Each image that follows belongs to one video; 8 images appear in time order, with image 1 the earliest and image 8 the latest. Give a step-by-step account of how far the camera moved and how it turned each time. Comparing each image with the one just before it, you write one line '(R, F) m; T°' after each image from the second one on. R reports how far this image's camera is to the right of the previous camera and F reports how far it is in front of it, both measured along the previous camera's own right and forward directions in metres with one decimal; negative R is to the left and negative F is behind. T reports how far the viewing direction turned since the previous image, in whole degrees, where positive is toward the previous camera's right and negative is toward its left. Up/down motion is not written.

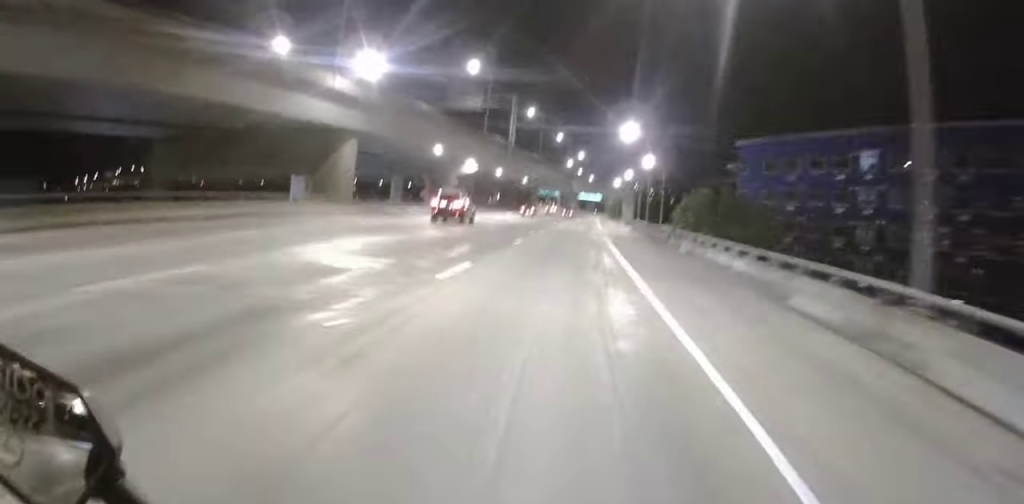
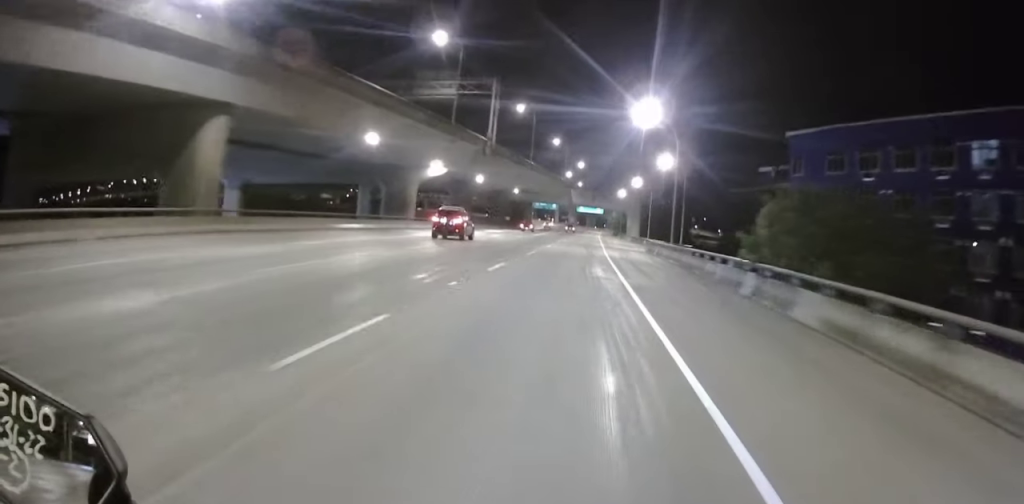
(-0.2, +17.6) m; +1°
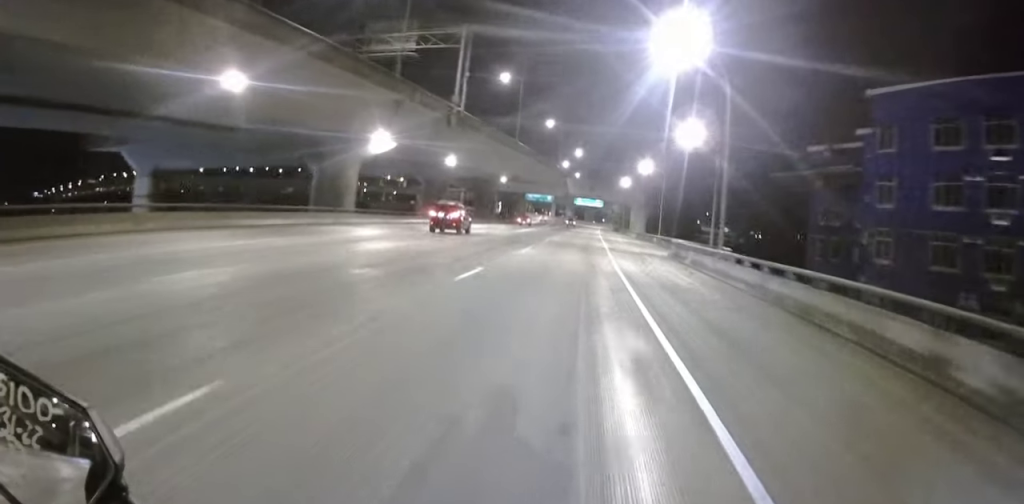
(+0.5, +16.3) m; +1°
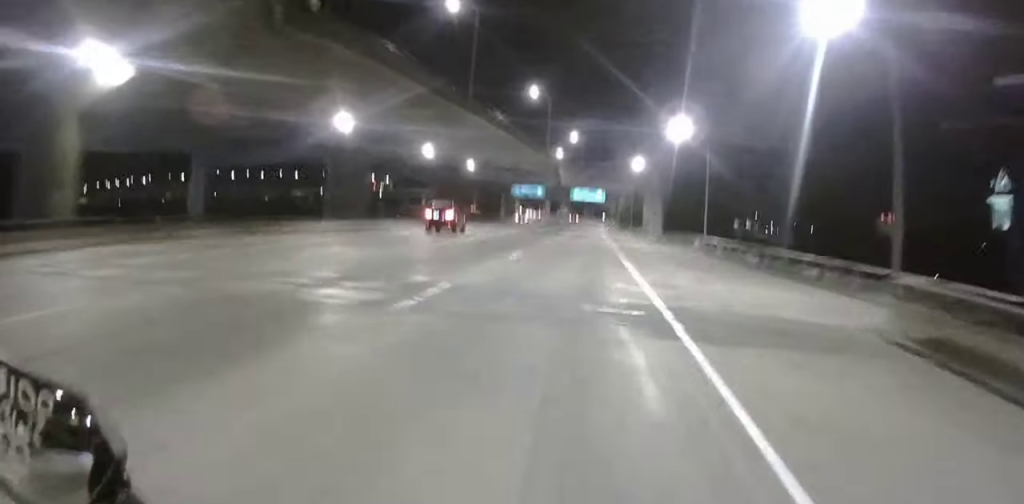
(+0.4, +28.9) m; -1°
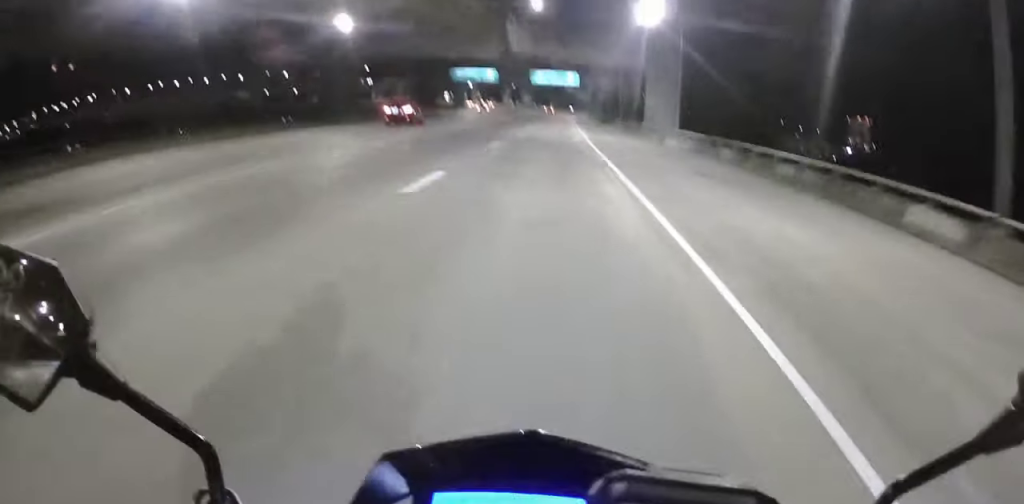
(-1.0, +35.5) m; -1°
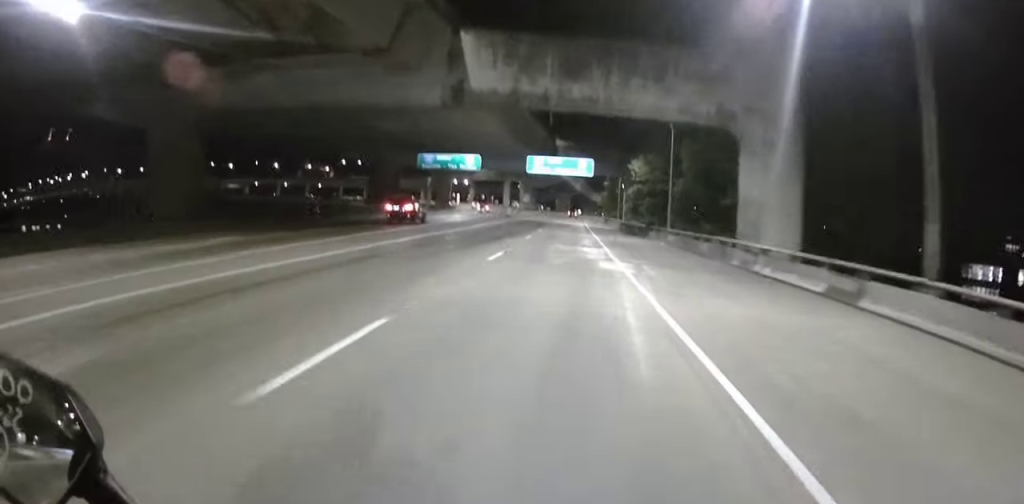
(+0.5, +28.5) m; +1°
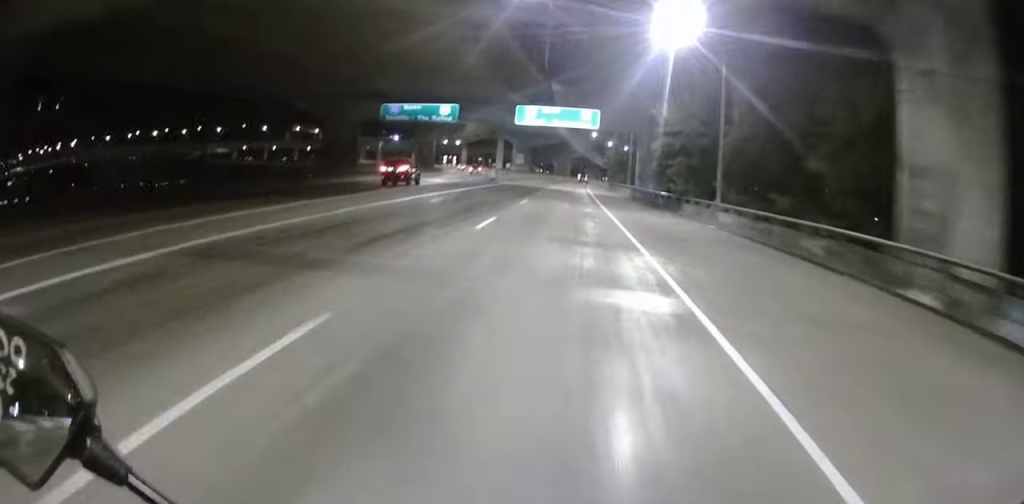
(0.0, +14.3) m; 0°
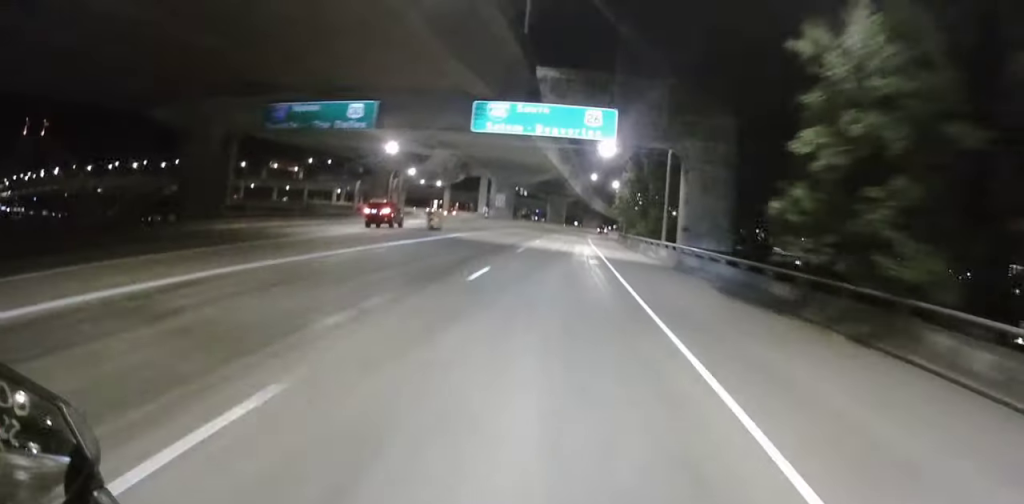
(0.0, +23.9) m; -1°
